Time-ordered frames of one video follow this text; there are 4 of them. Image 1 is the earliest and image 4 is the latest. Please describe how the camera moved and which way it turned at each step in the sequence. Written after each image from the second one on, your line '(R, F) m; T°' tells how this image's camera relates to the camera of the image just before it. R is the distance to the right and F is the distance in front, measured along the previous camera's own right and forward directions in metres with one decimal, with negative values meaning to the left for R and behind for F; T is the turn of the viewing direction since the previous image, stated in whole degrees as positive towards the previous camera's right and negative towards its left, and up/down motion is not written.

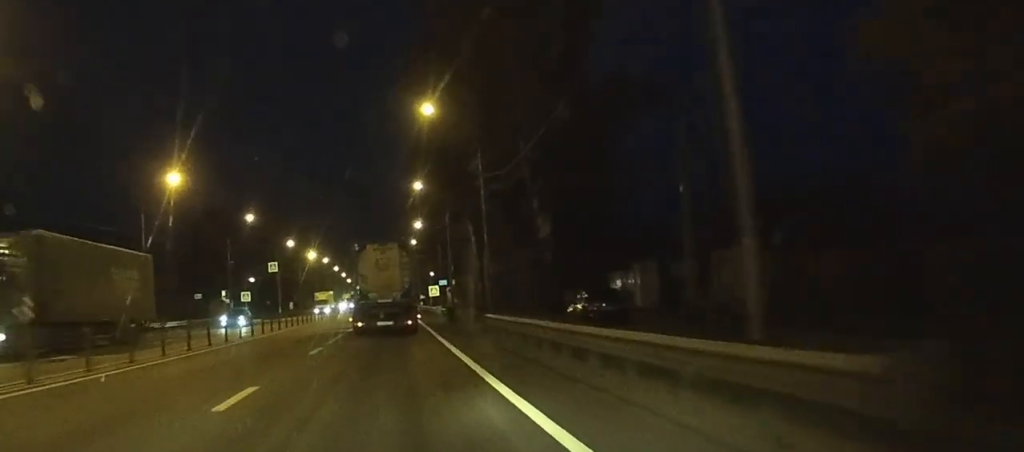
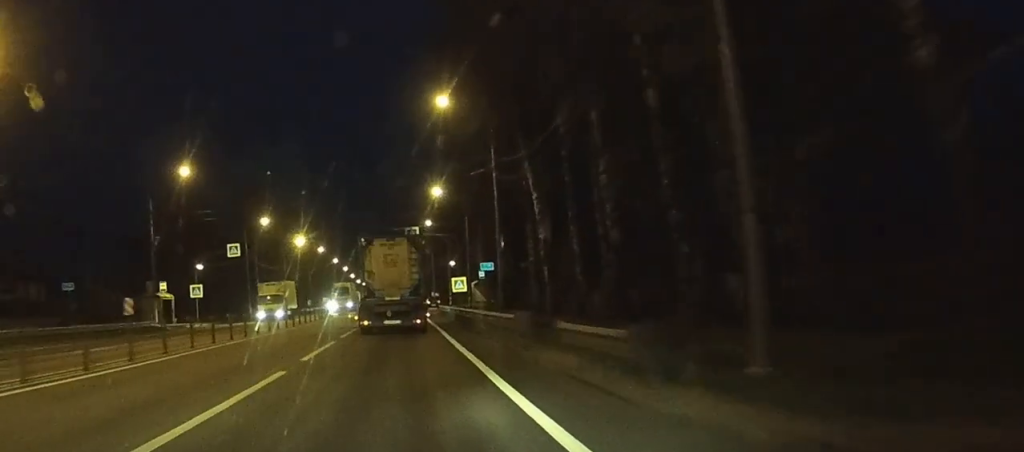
(+0.6, +38.9) m; +1°
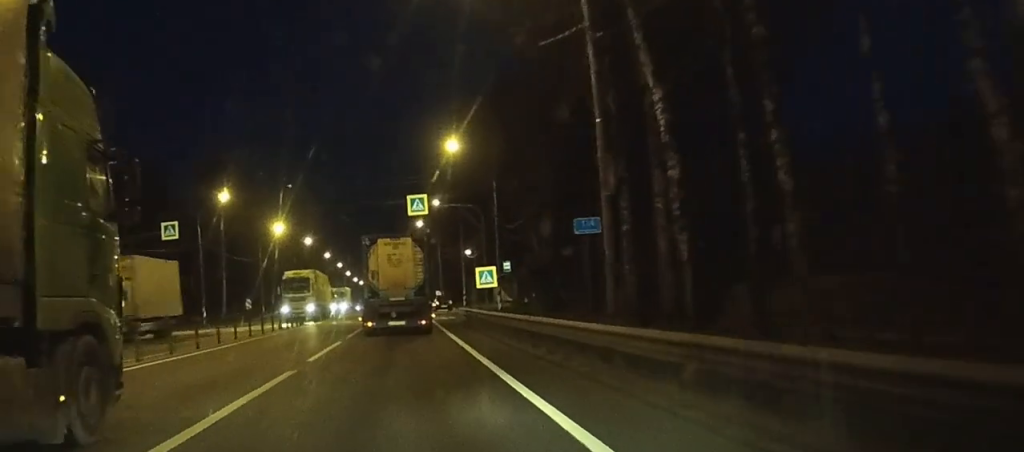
(-0.1, +25.7) m; 0°
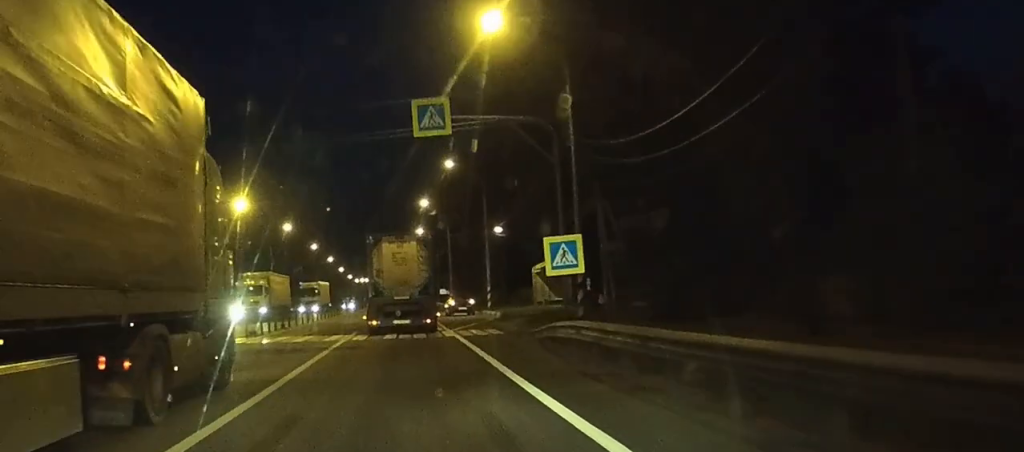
(0.0, +25.6) m; 0°
